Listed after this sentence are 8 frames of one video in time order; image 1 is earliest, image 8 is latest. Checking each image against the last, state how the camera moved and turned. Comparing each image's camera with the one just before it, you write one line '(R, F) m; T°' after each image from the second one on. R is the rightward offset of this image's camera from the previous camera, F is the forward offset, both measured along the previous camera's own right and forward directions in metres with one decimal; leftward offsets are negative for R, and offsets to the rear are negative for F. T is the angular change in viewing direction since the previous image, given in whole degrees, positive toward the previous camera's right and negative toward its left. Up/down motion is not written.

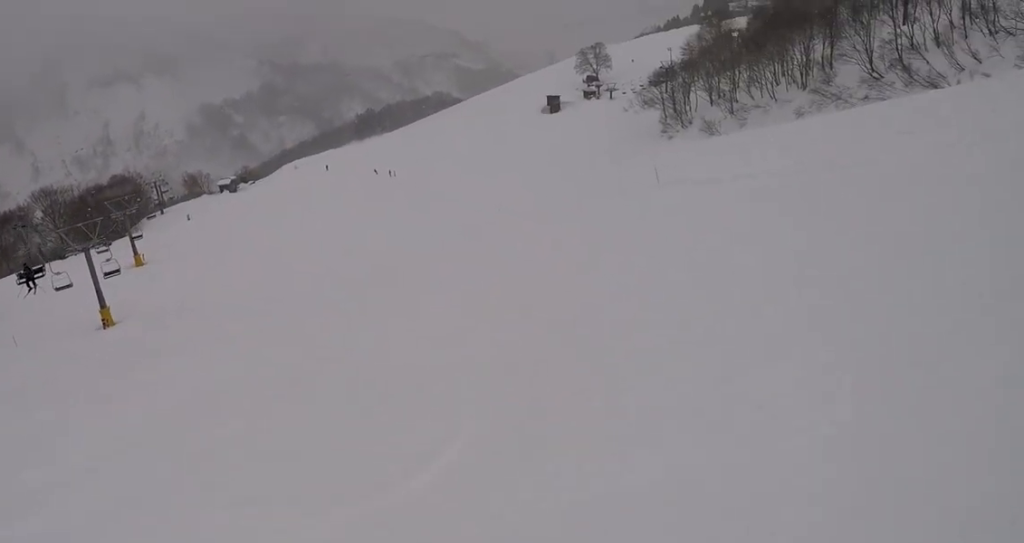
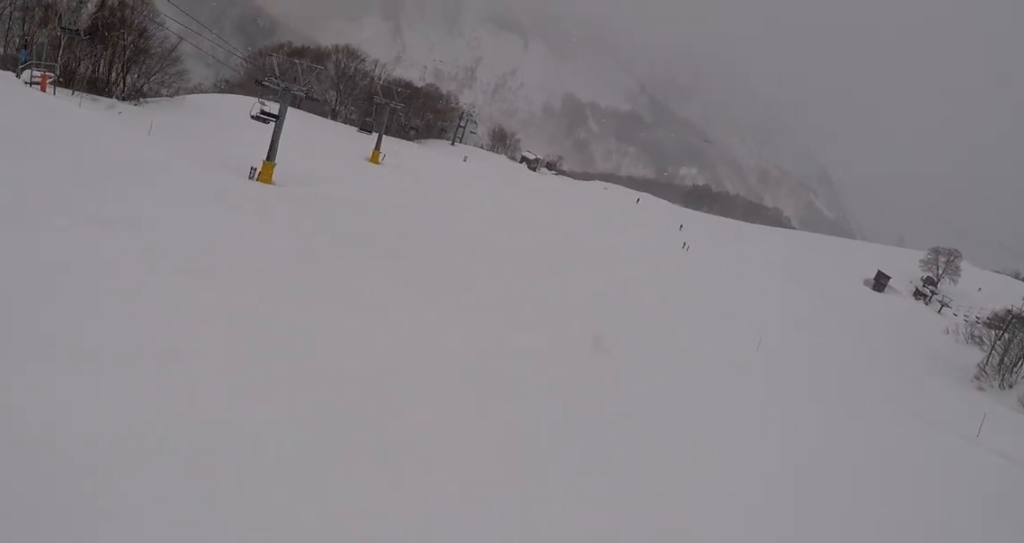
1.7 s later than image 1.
(-1.9, +13.6) m; -28°
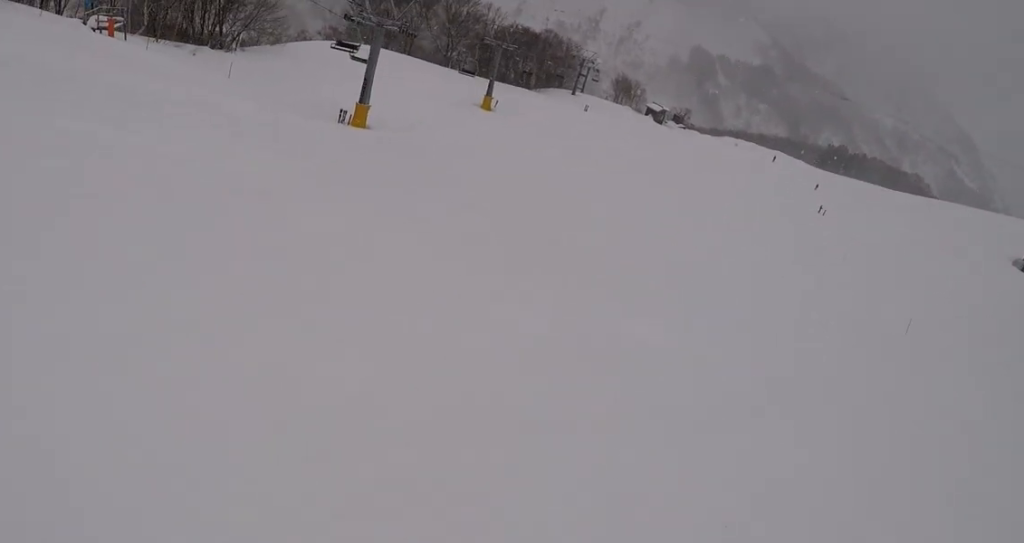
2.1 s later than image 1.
(-0.6, +4.2) m; -9°
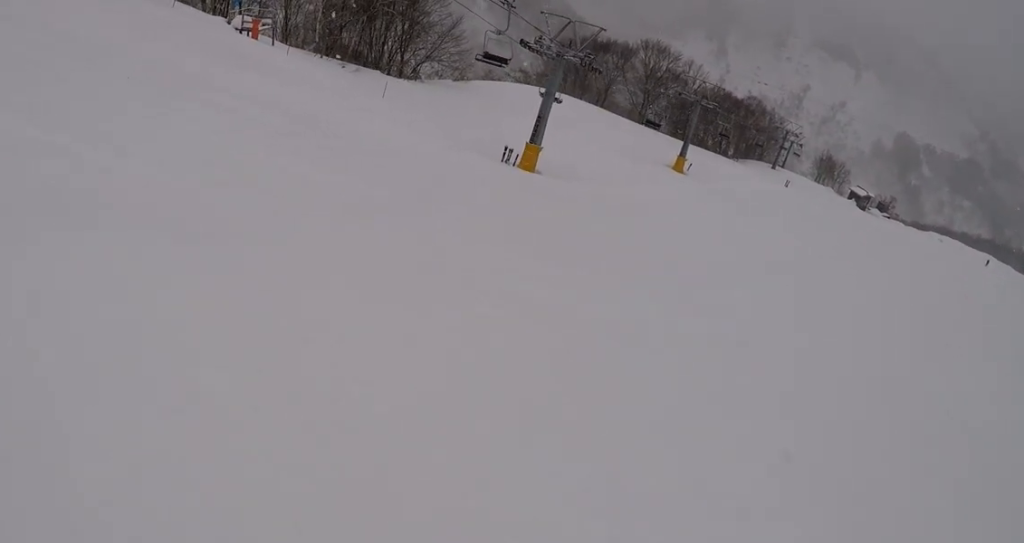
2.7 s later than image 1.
(-0.7, +6.1) m; -11°
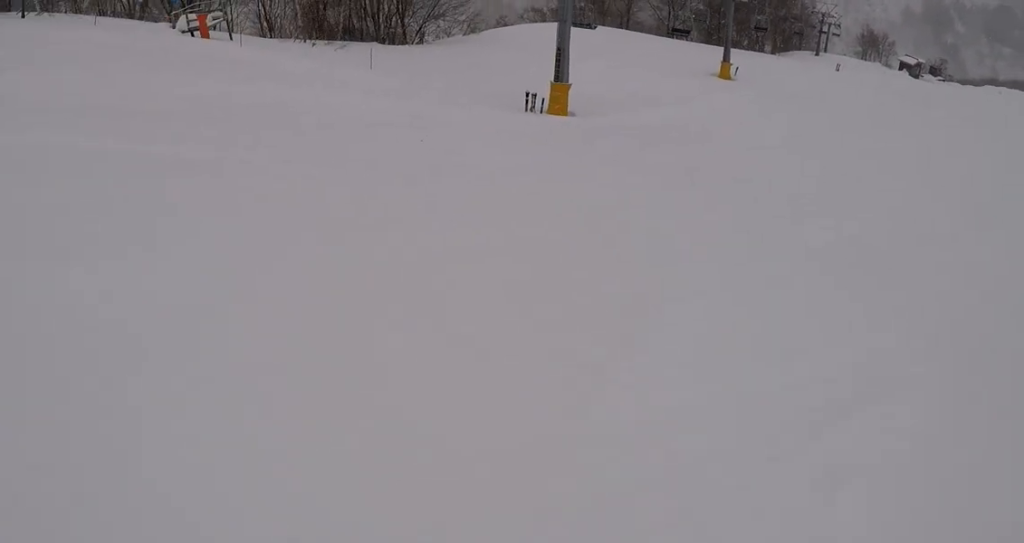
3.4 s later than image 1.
(-0.6, +6.6) m; +2°
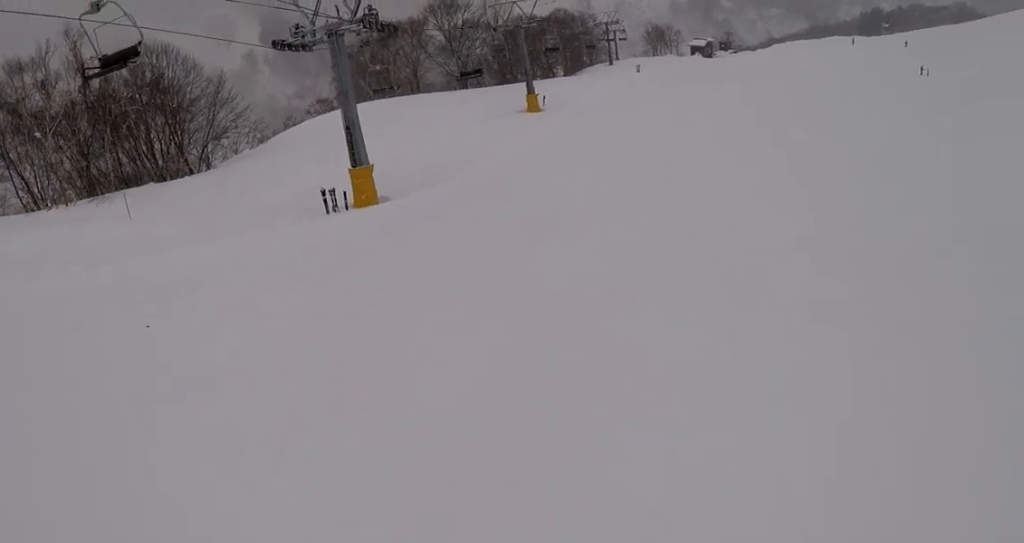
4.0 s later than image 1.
(-0.3, +6.3) m; +5°
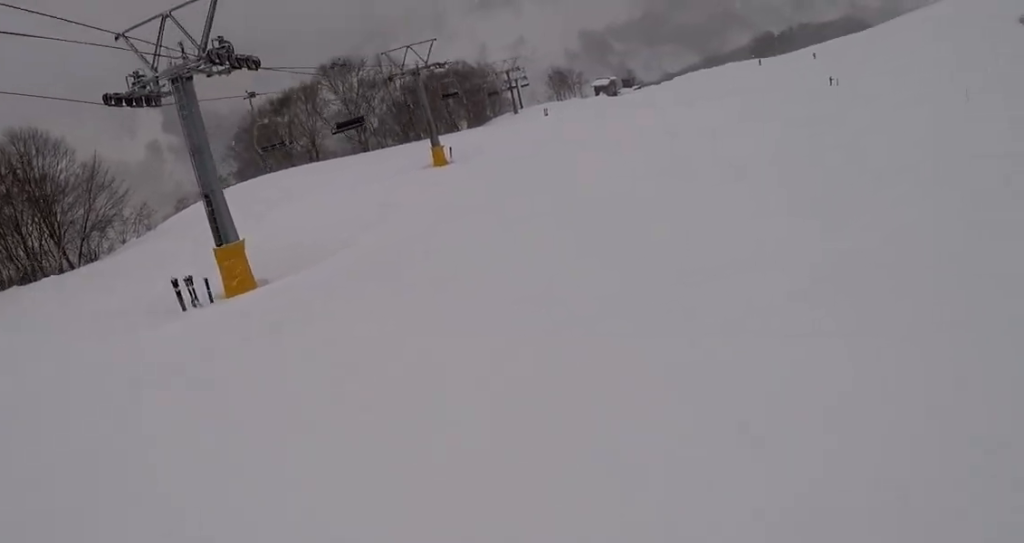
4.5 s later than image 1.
(+0.9, +5.6) m; +7°
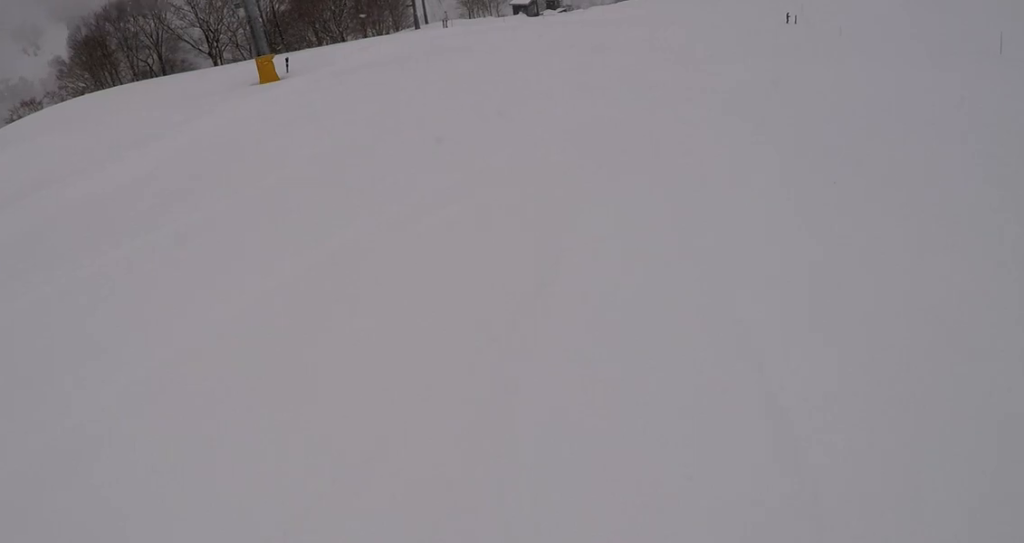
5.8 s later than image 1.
(+1.2, +13.8) m; +12°
